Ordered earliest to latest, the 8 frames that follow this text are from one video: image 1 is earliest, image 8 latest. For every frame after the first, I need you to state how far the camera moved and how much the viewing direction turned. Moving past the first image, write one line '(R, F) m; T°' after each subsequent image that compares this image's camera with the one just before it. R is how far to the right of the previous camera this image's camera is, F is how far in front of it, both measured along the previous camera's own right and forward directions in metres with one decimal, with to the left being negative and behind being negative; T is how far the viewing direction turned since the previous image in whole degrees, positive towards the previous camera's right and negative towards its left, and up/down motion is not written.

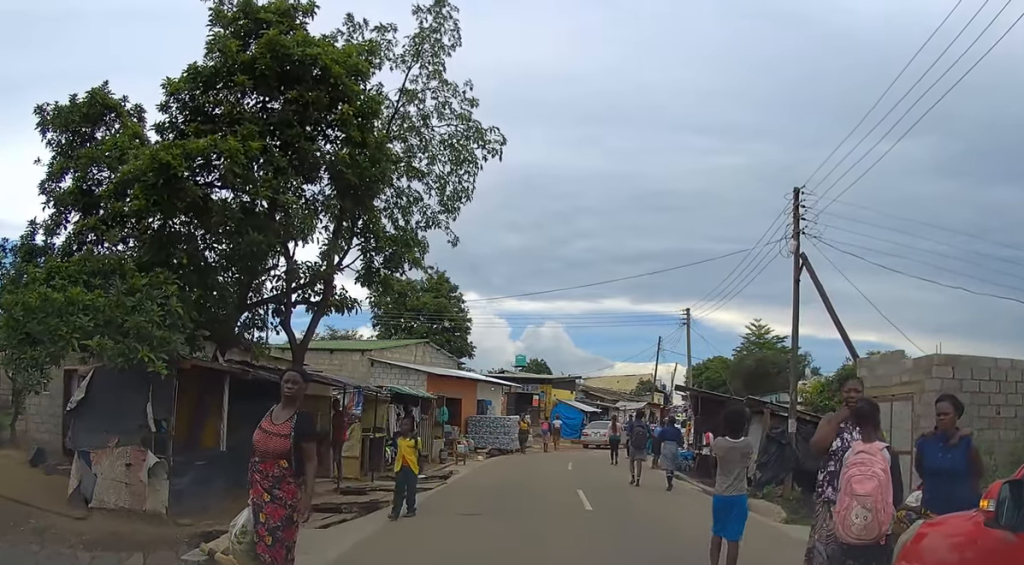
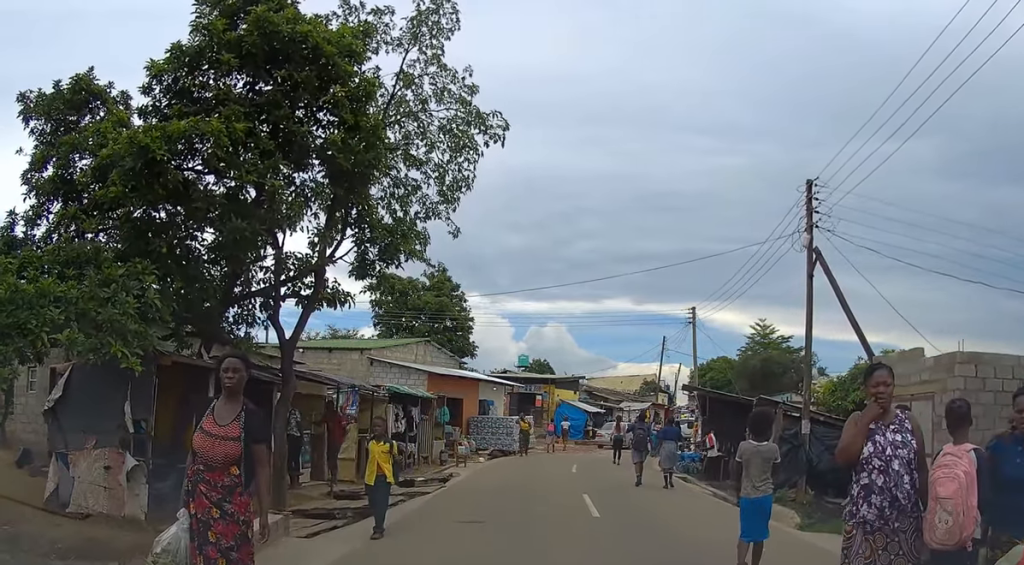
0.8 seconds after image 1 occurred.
(0.0, +0.6) m; 0°
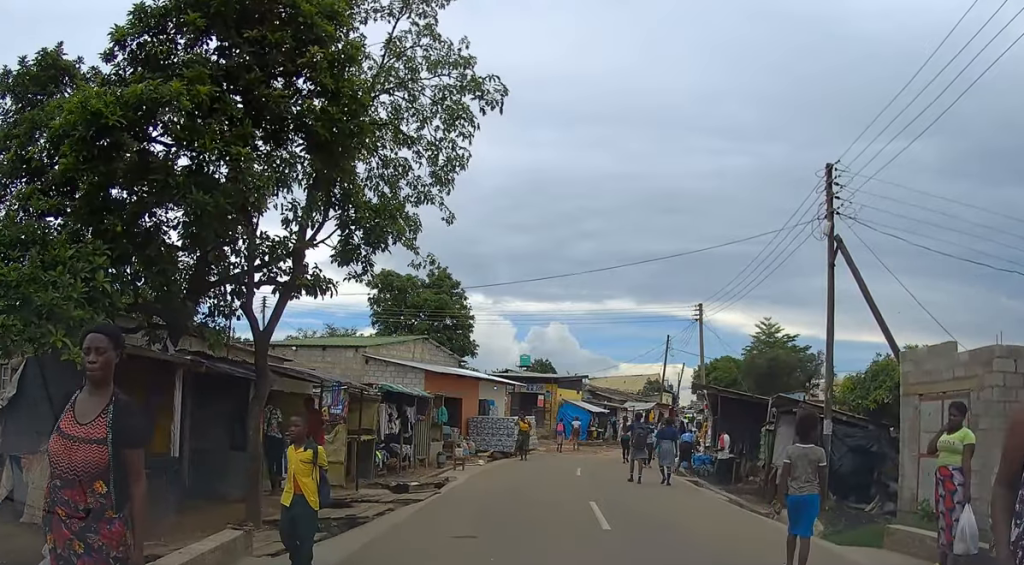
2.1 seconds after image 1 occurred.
(-0.2, +1.0) m; 0°
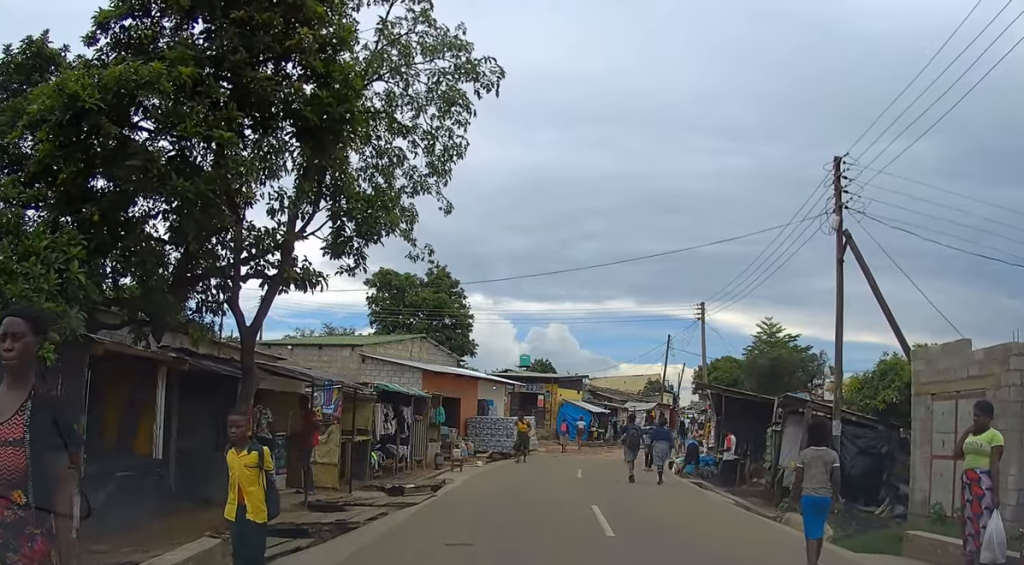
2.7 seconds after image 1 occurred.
(0.0, +0.4) m; 0°
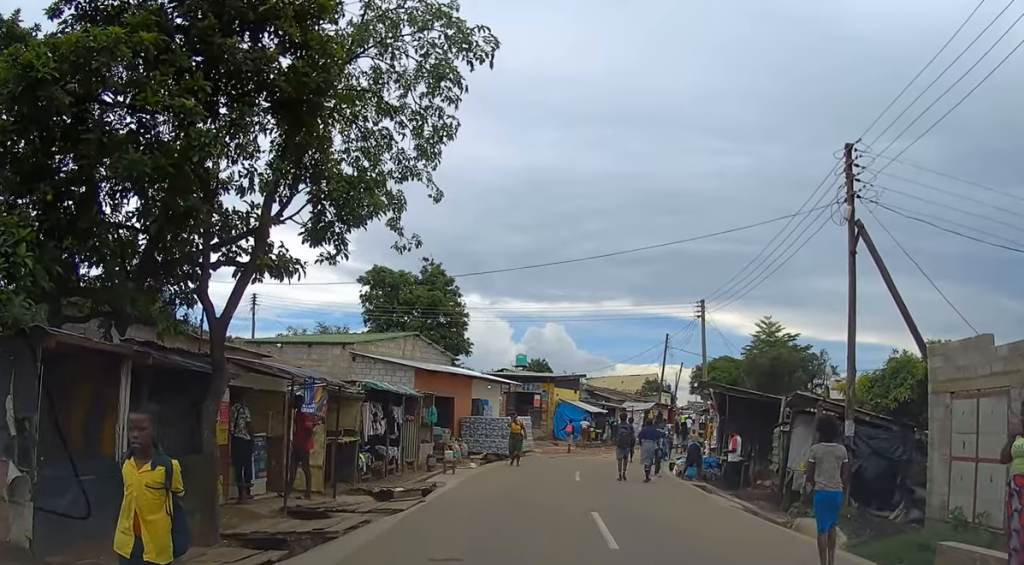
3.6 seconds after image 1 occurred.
(-0.2, +0.6) m; 0°
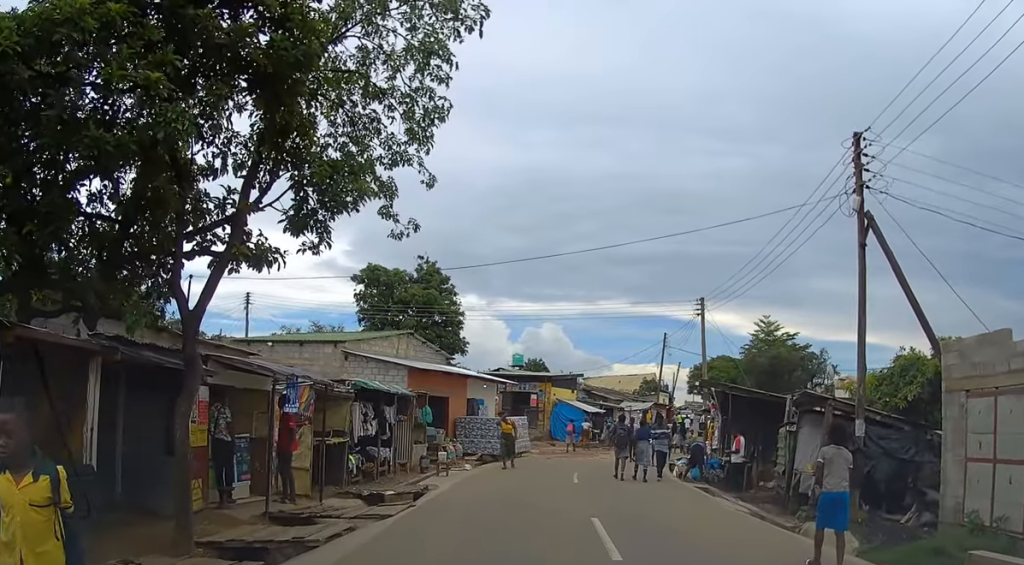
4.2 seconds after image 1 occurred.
(-0.1, +0.4) m; 0°
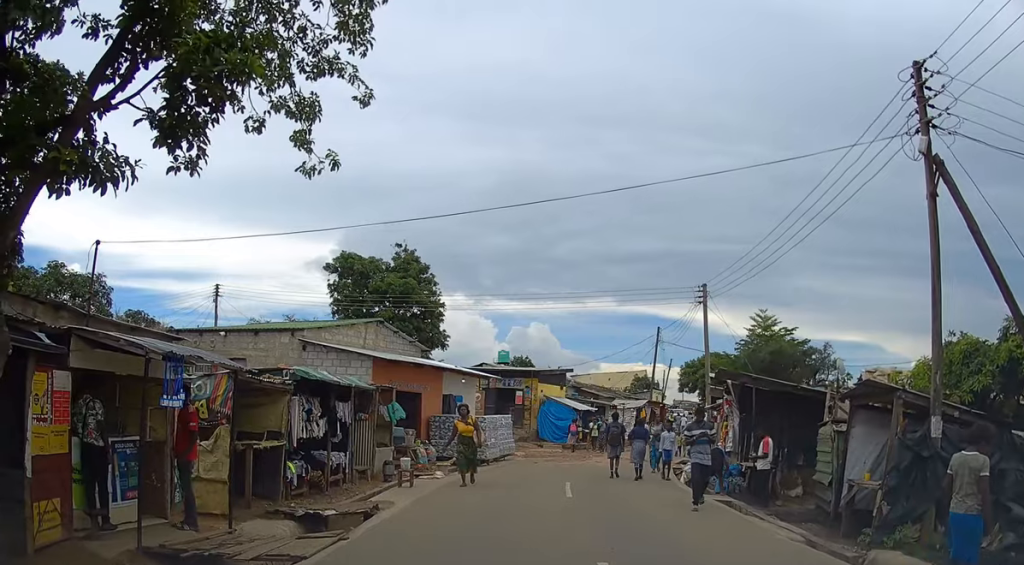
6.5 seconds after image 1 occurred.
(-0.3, +2.7) m; -4°
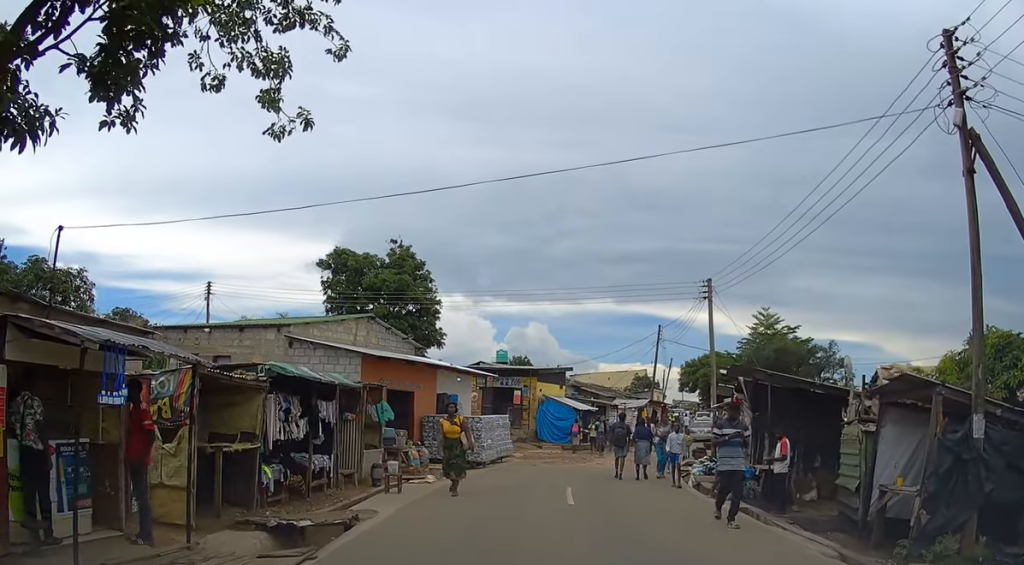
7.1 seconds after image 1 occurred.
(0.0, +1.2) m; -2°
